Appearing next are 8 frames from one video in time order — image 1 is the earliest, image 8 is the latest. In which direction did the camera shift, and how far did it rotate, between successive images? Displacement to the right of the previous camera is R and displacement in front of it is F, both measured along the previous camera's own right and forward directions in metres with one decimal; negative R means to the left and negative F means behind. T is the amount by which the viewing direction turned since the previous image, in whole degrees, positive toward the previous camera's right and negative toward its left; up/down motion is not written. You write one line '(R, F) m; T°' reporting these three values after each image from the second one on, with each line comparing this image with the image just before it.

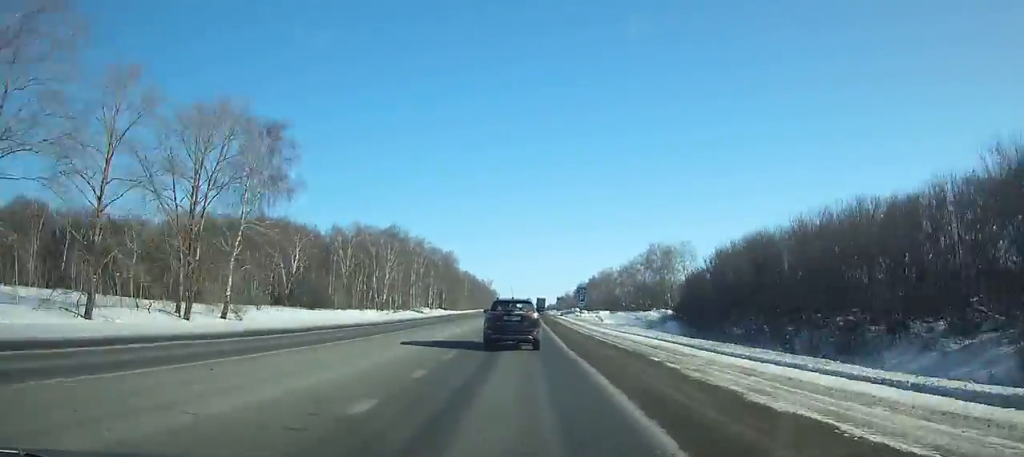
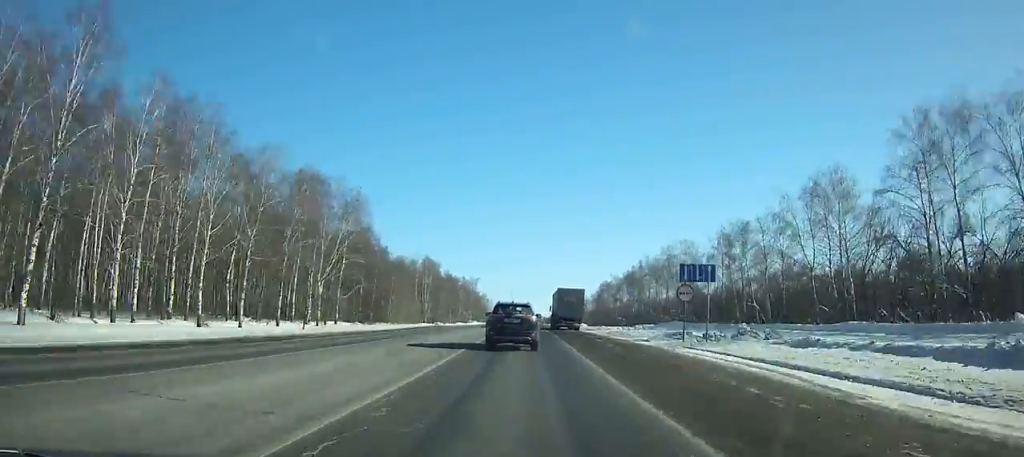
(0.0, +116.1) m; 0°
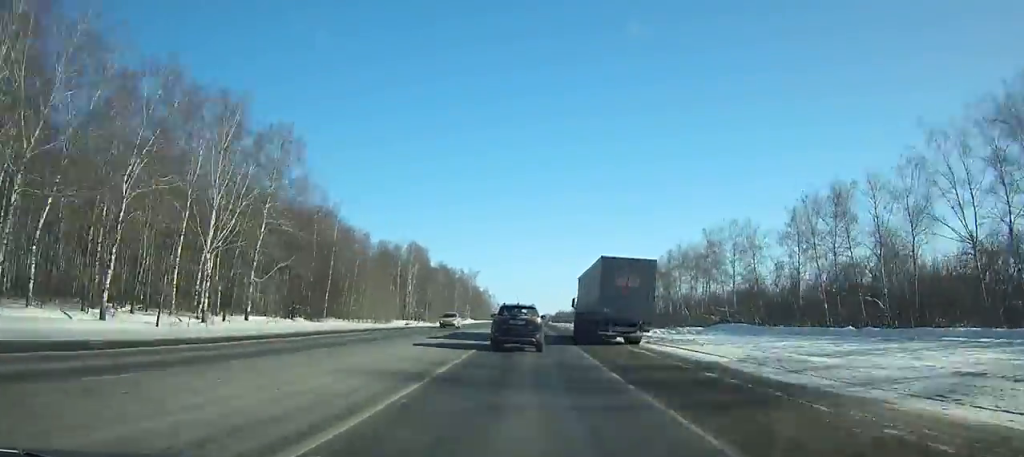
(-0.1, +30.0) m; 0°
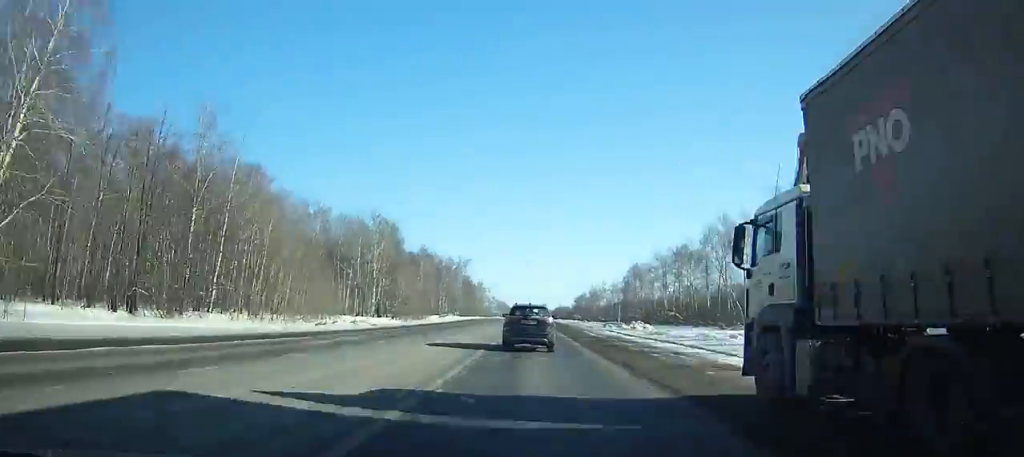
(-0.1, +32.5) m; 0°
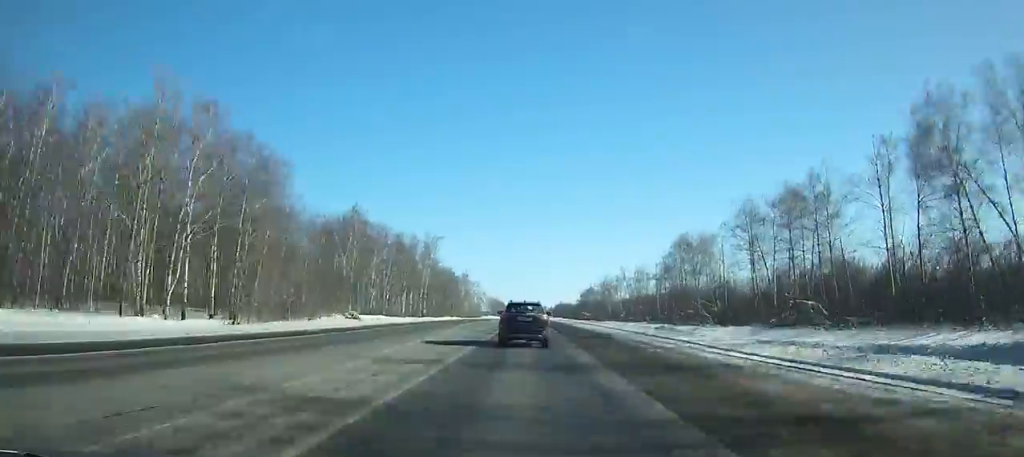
(+0.2, +65.0) m; 0°
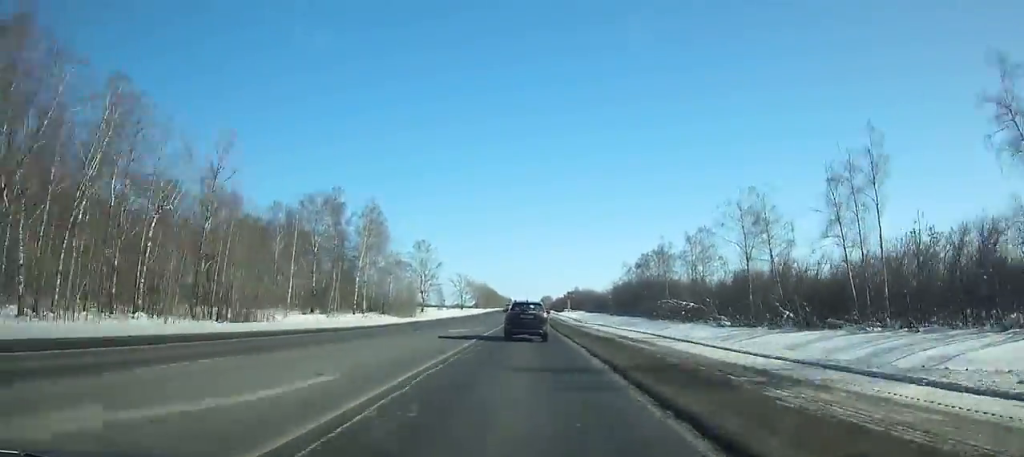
(-0.5, +160.4) m; 0°
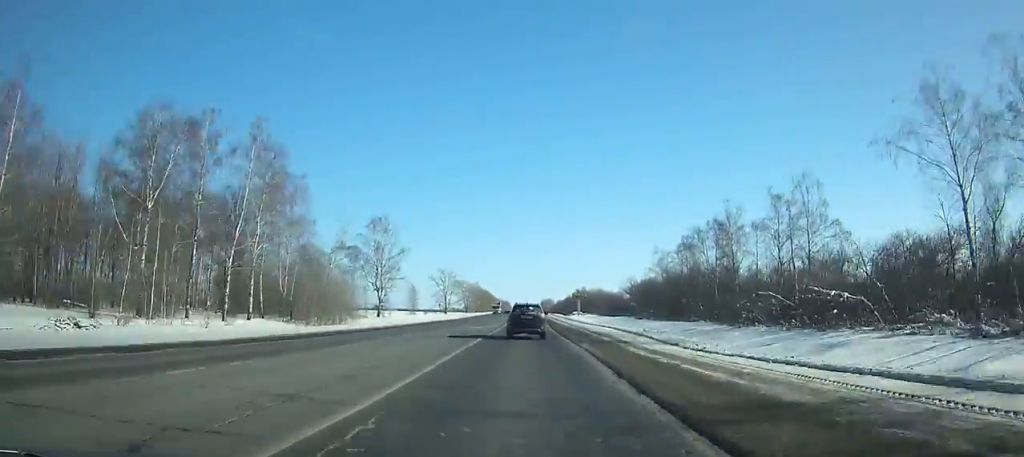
(+0.2, +47.1) m; 0°
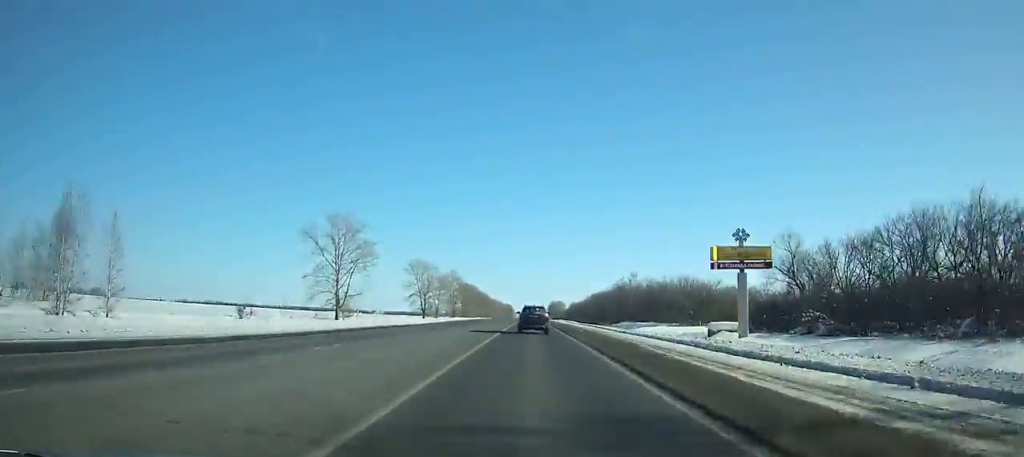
(-0.7, +125.5) m; 0°
